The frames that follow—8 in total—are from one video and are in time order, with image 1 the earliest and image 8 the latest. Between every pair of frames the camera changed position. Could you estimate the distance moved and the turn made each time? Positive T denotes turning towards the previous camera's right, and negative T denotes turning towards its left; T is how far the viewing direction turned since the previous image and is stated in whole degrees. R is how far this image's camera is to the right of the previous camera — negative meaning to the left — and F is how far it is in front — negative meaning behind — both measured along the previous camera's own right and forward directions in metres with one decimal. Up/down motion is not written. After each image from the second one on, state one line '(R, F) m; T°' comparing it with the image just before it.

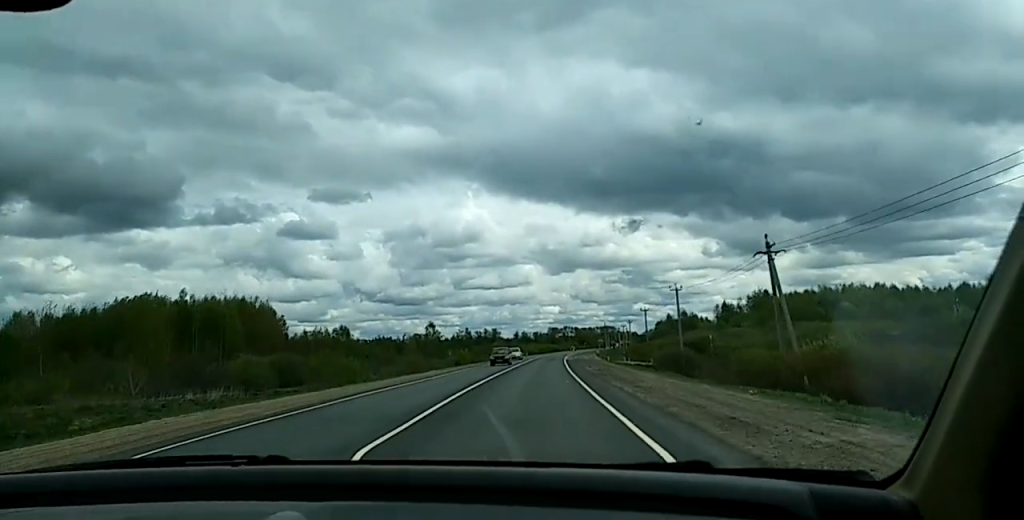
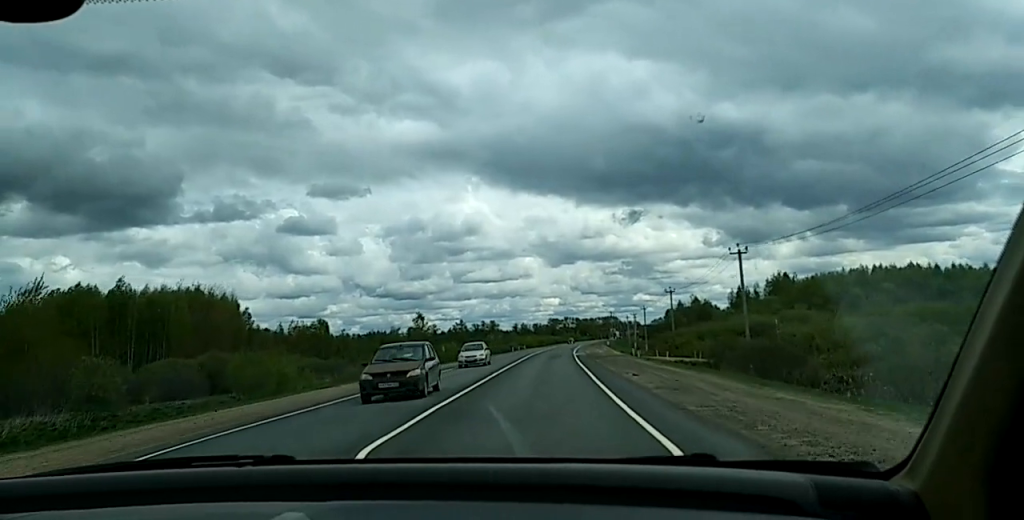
(0.0, +24.8) m; -1°
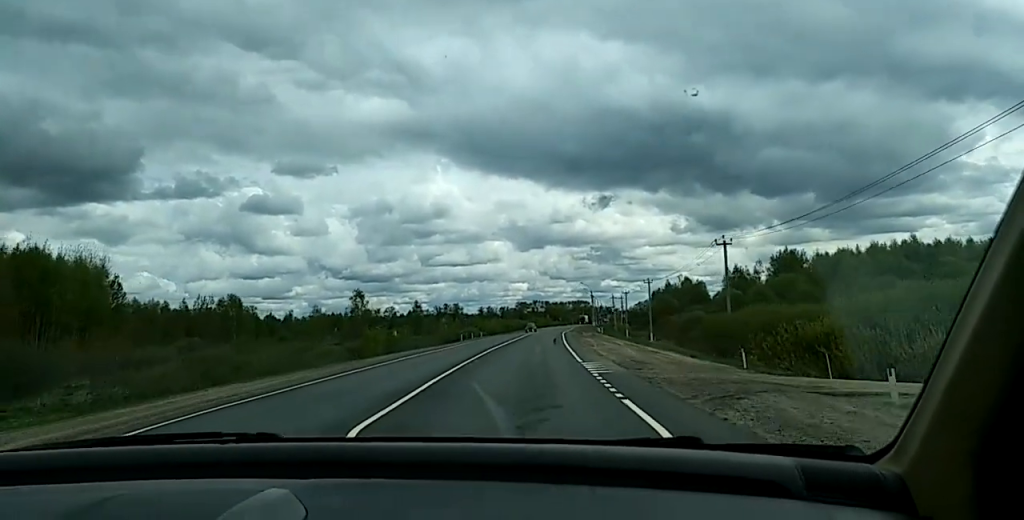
(+0.5, +42.8) m; +2°
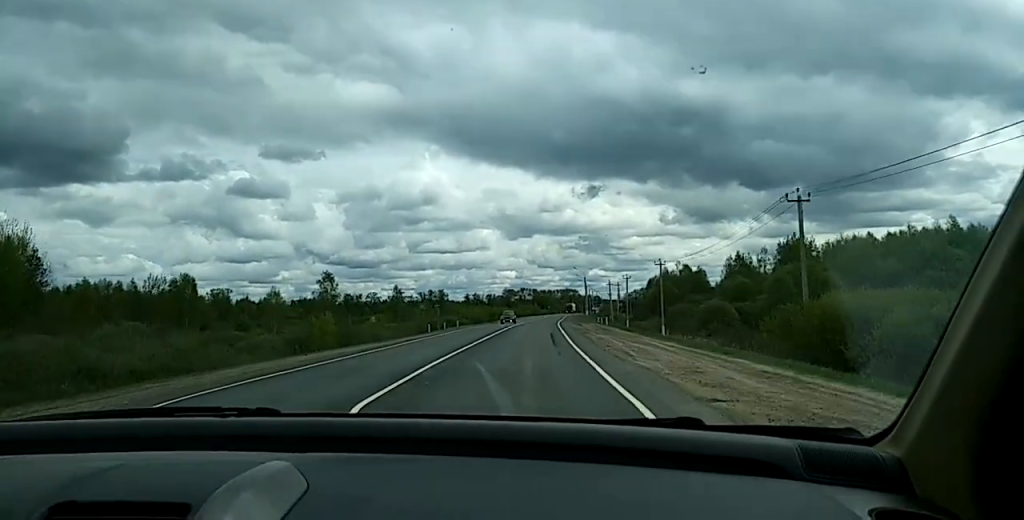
(+0.2, +18.9) m; 0°
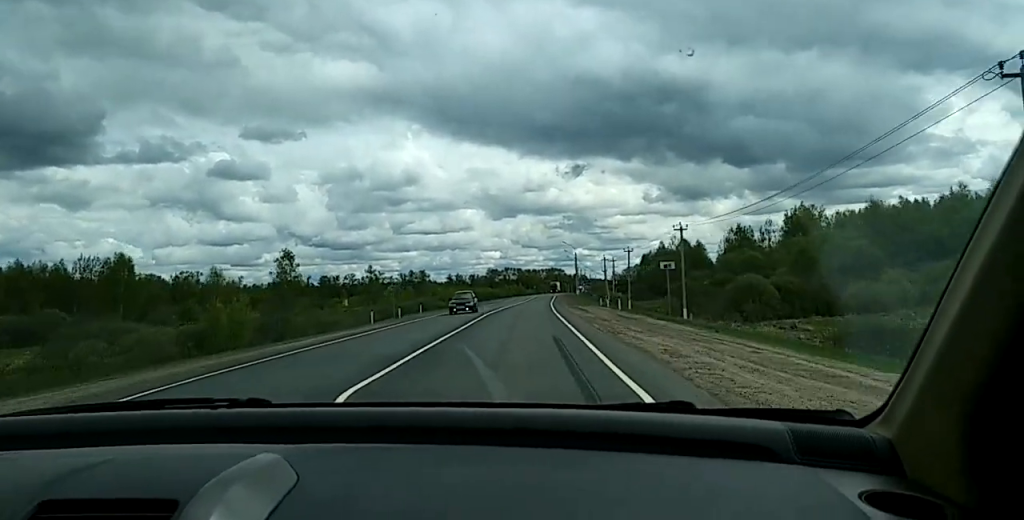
(-0.4, +21.3) m; 0°
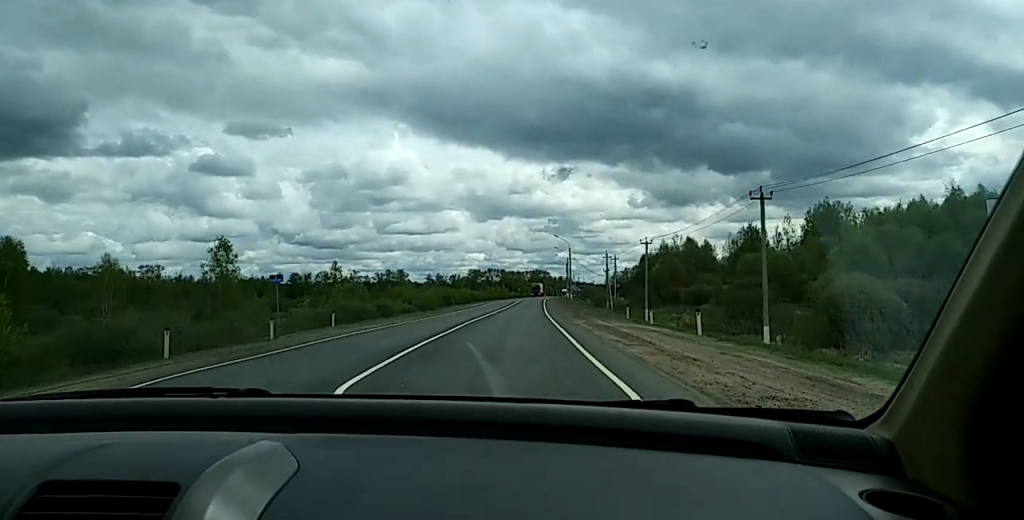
(+0.6, +25.9) m; +2°
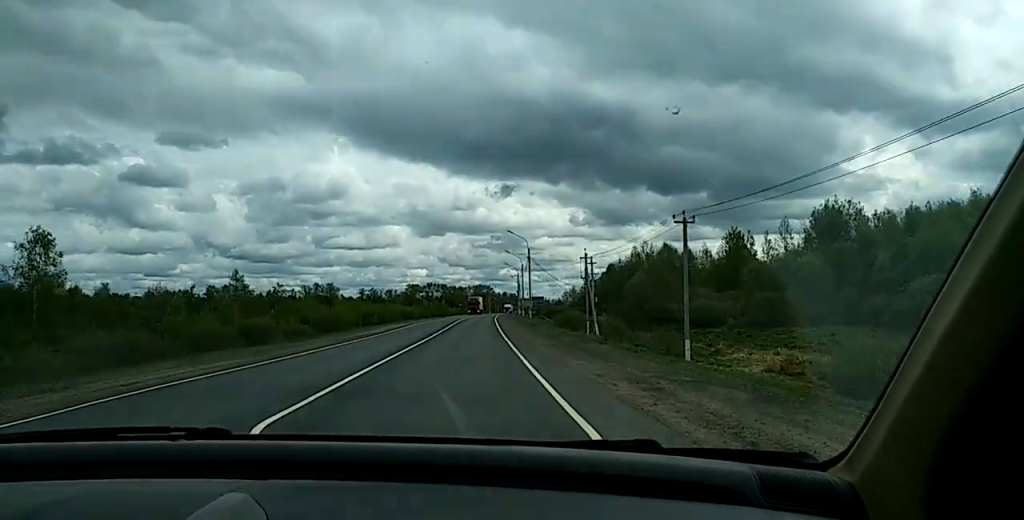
(+0.6, +36.4) m; +1°
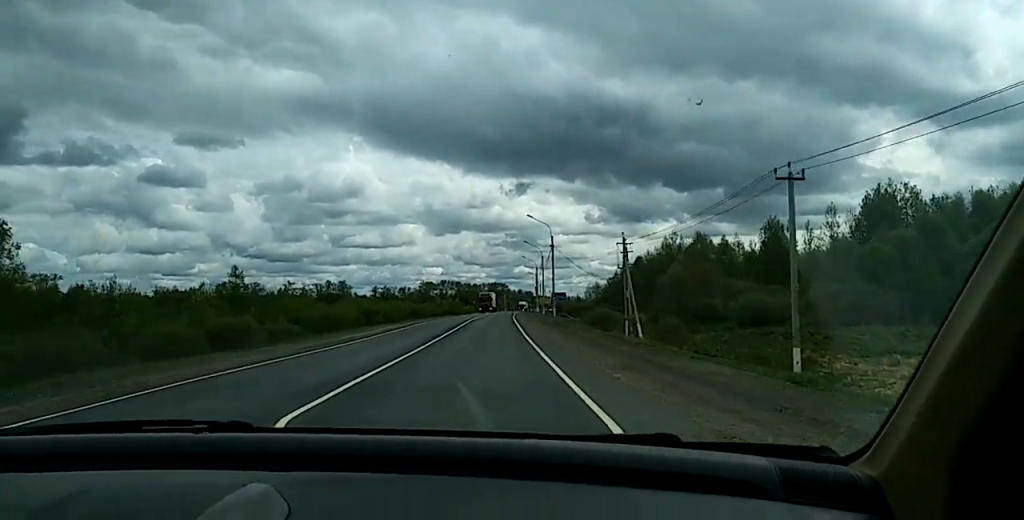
(0.0, +13.8) m; 0°
